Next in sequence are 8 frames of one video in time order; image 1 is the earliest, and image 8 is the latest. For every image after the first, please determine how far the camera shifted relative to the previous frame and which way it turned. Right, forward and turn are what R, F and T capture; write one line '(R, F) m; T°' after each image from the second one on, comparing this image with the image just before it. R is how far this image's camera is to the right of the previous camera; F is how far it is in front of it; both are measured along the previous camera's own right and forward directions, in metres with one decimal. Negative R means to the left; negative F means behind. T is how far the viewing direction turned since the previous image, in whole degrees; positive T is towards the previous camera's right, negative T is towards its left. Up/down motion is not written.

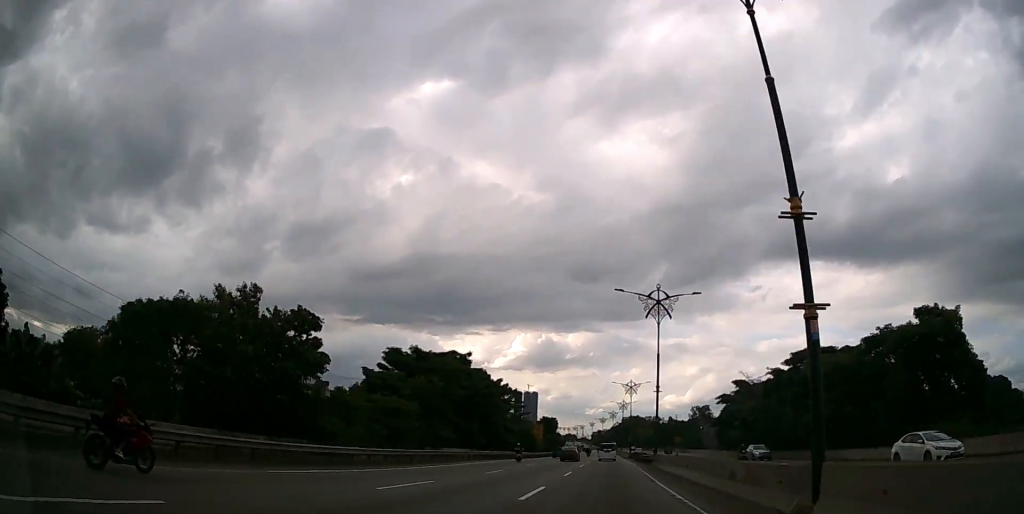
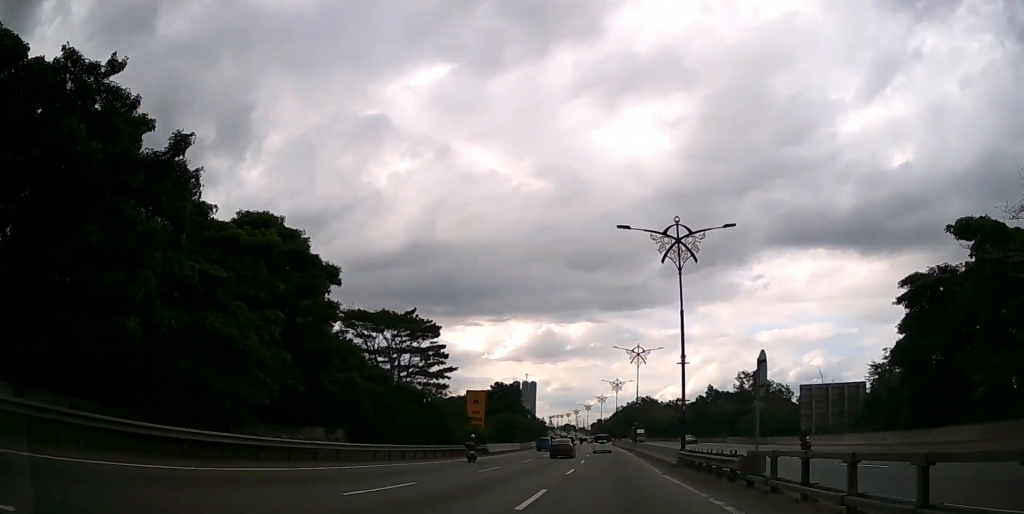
(-0.1, +62.7) m; 0°
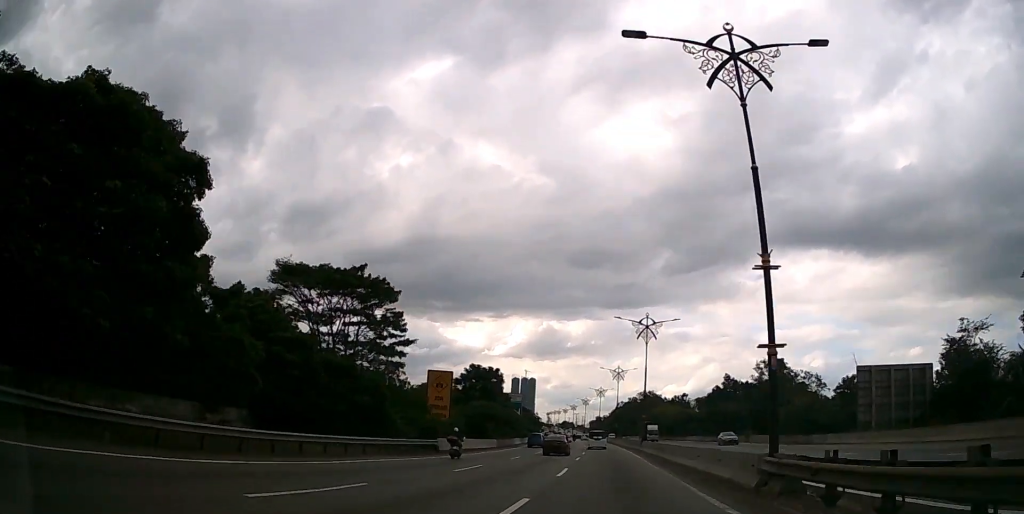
(0.0, +14.6) m; 0°
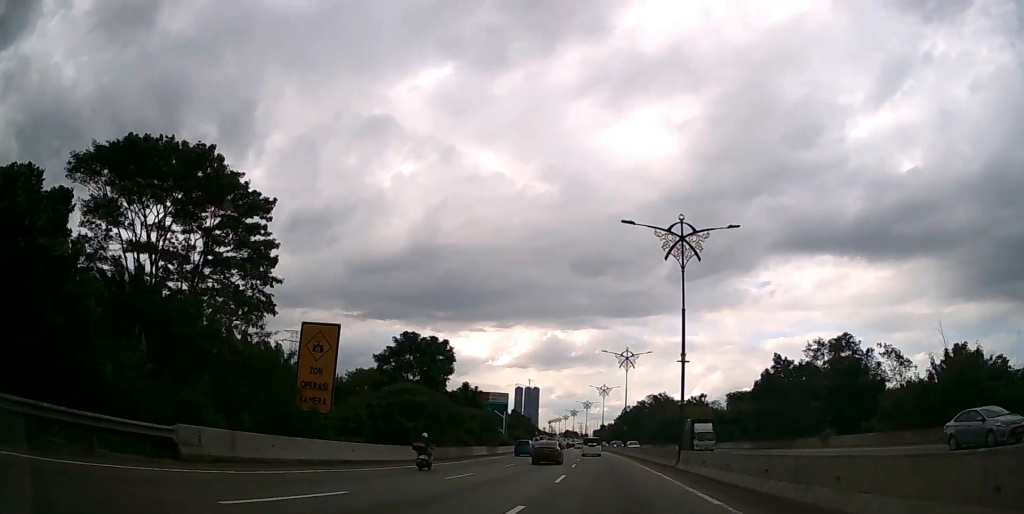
(0.0, +24.8) m; 0°
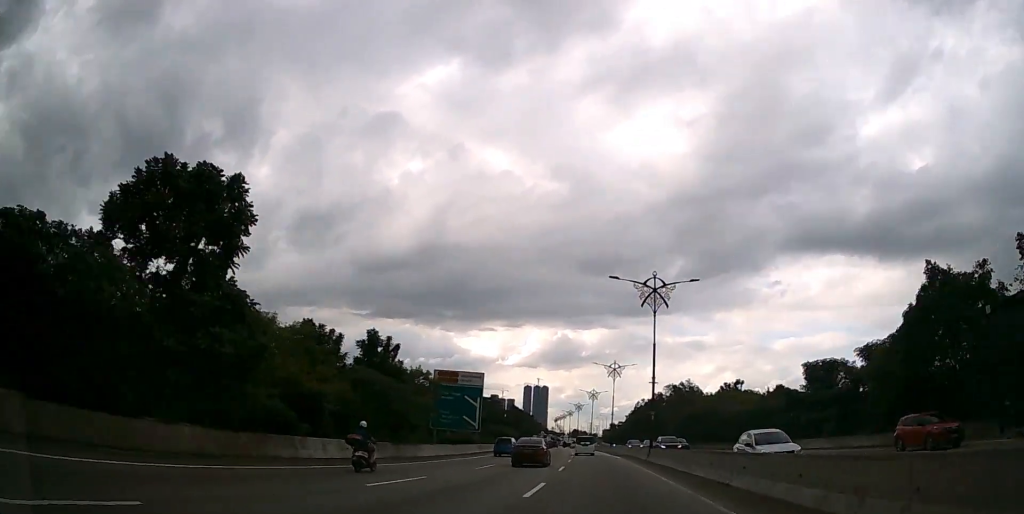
(-0.1, +30.4) m; -1°
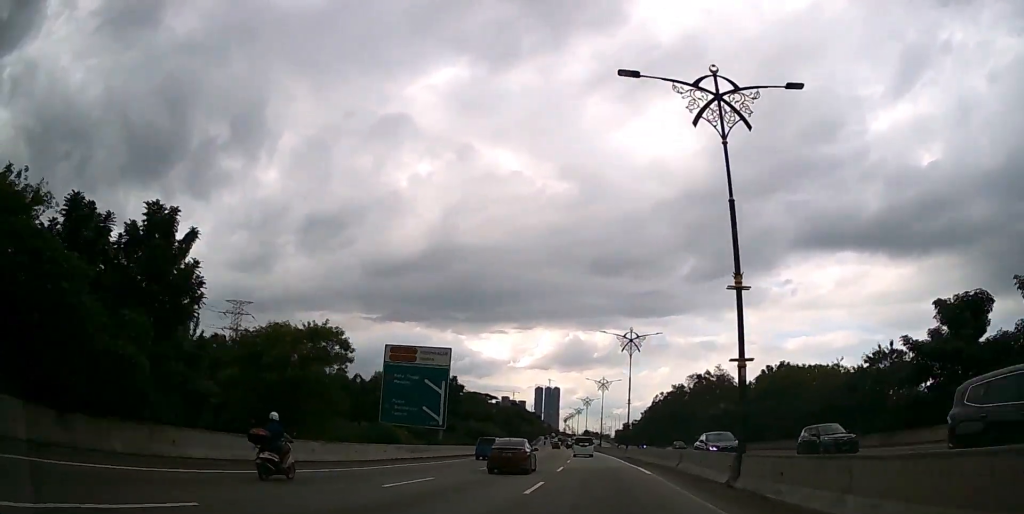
(-0.1, +22.9) m; -1°
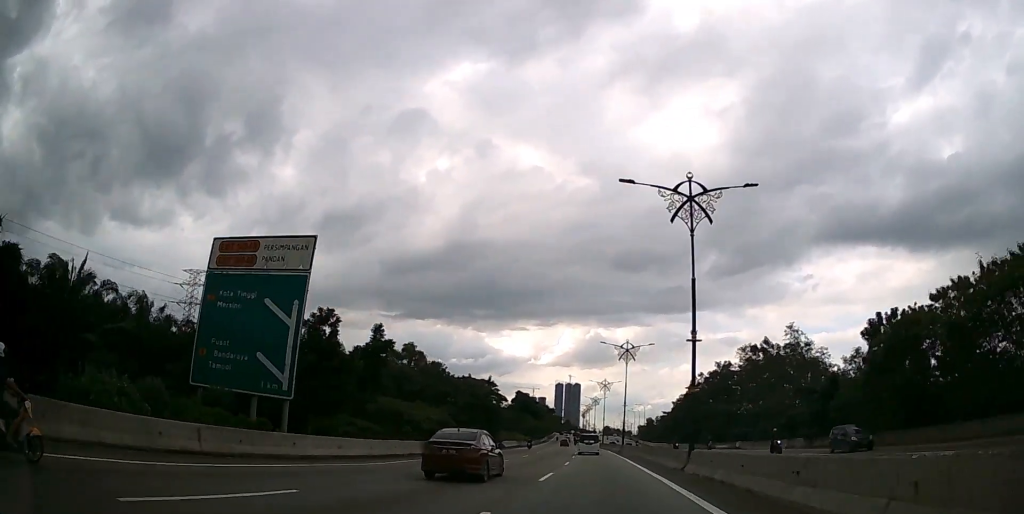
(-0.6, +32.9) m; -2°
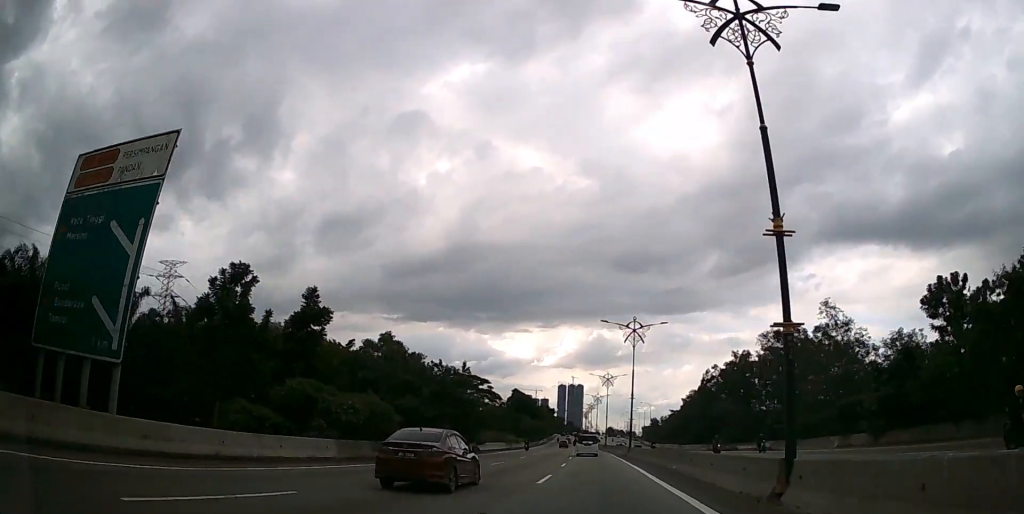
(-0.1, +12.3) m; -1°
